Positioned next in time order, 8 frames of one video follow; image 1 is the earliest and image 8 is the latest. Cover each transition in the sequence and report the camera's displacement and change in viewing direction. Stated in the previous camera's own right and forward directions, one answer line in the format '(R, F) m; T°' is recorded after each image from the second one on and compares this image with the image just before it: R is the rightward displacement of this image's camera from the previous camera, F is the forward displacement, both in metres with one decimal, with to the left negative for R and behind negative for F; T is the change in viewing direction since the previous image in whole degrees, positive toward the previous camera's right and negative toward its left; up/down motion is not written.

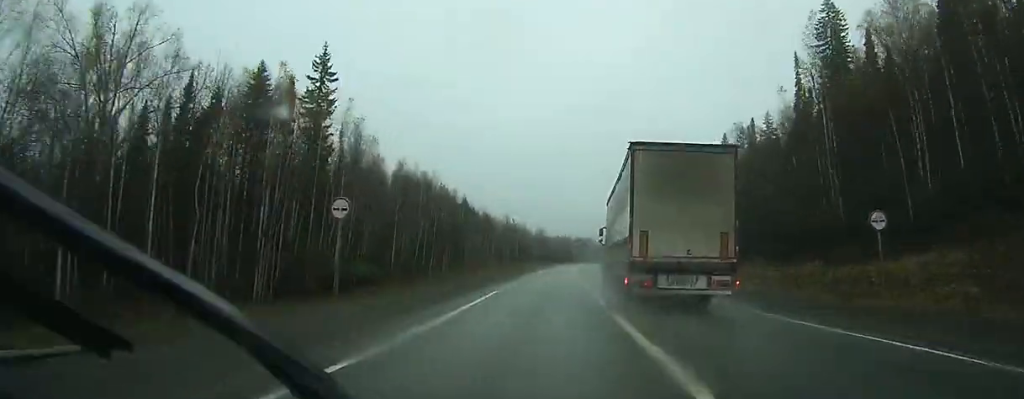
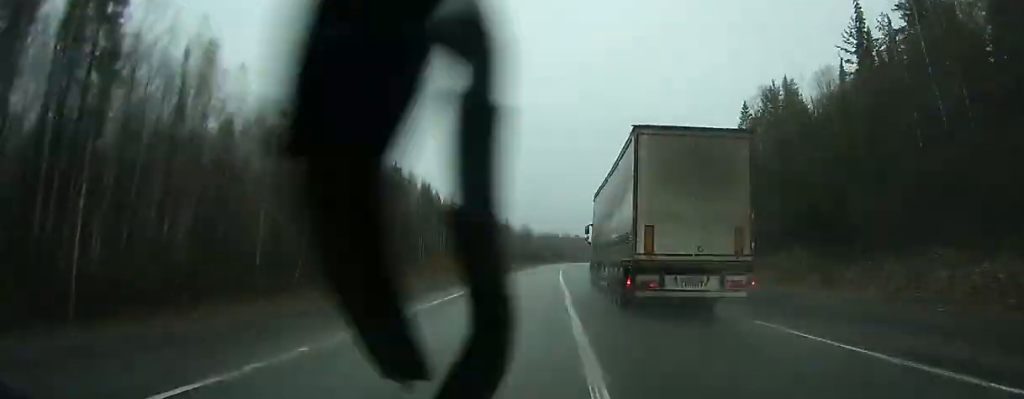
(+0.2, +29.1) m; +1°
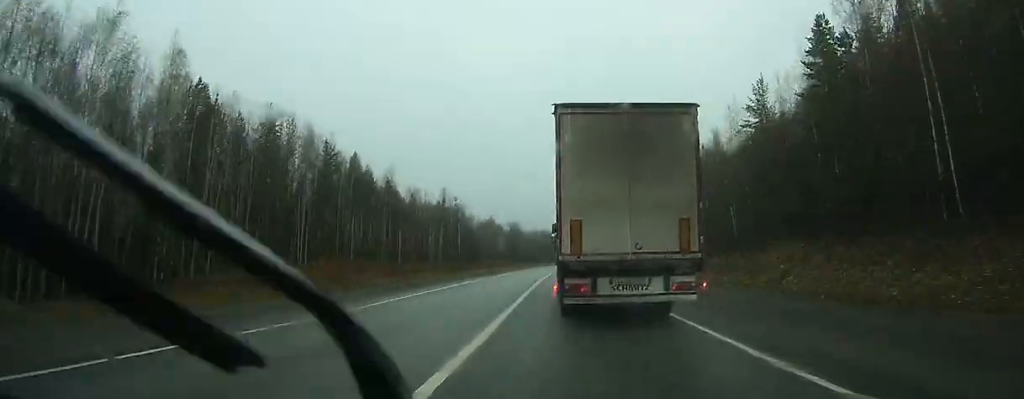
(+0.6, +43.9) m; +1°
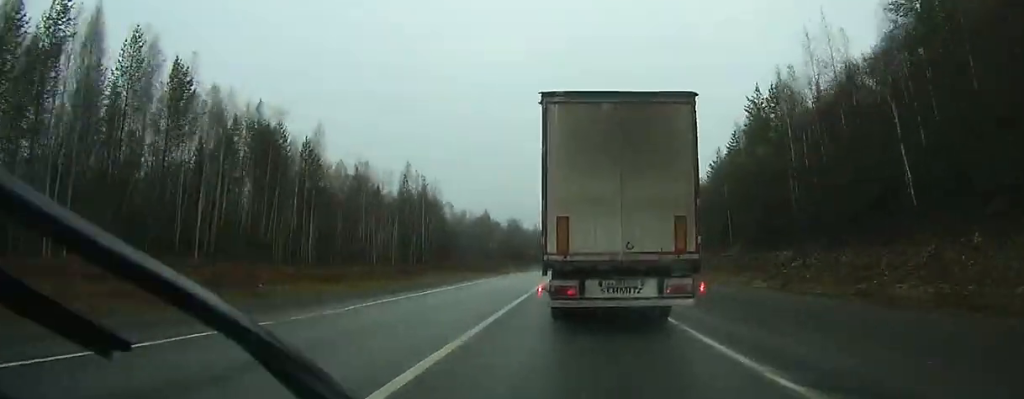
(-0.1, +31.3) m; 0°
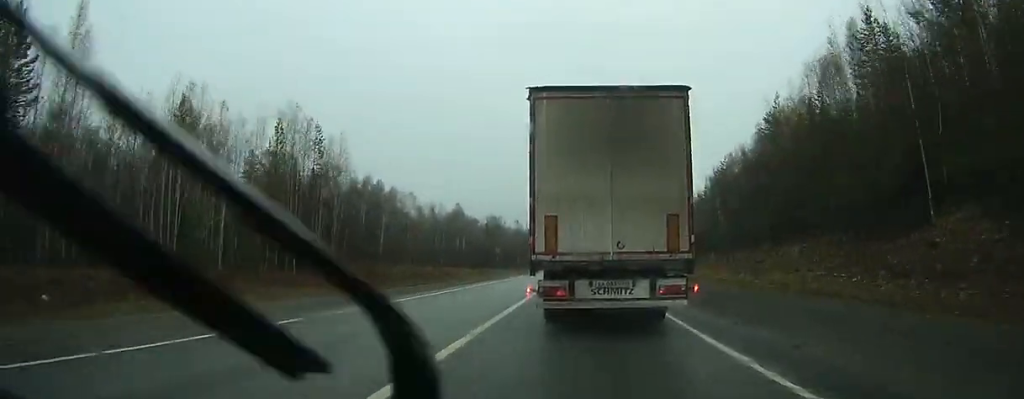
(+0.1, +37.1) m; +1°
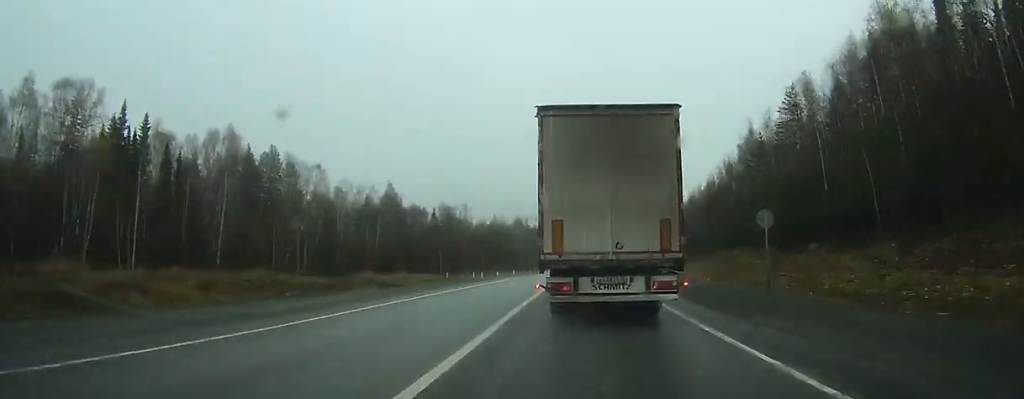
(+0.5, +49.1) m; +2°
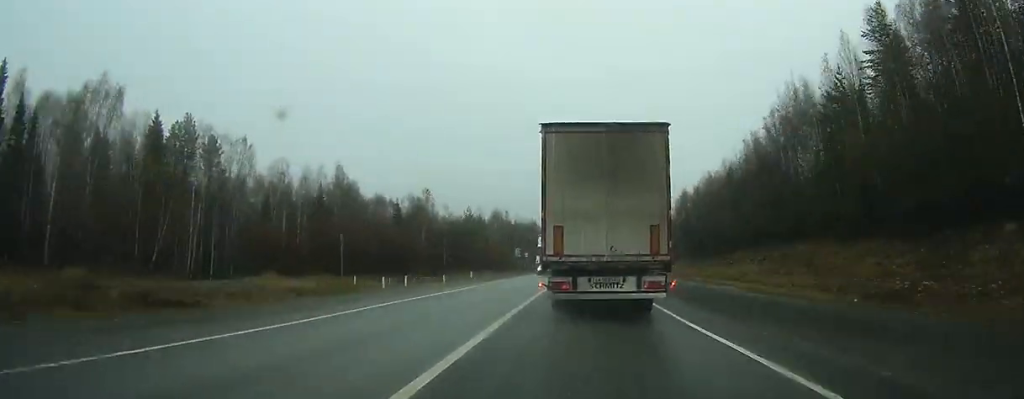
(0.0, +25.0) m; +1°
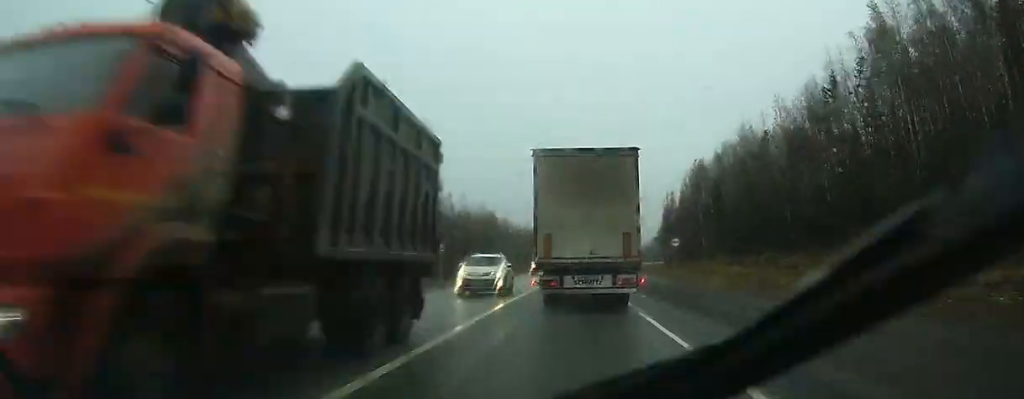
(+1.1, +45.2) m; +2°
